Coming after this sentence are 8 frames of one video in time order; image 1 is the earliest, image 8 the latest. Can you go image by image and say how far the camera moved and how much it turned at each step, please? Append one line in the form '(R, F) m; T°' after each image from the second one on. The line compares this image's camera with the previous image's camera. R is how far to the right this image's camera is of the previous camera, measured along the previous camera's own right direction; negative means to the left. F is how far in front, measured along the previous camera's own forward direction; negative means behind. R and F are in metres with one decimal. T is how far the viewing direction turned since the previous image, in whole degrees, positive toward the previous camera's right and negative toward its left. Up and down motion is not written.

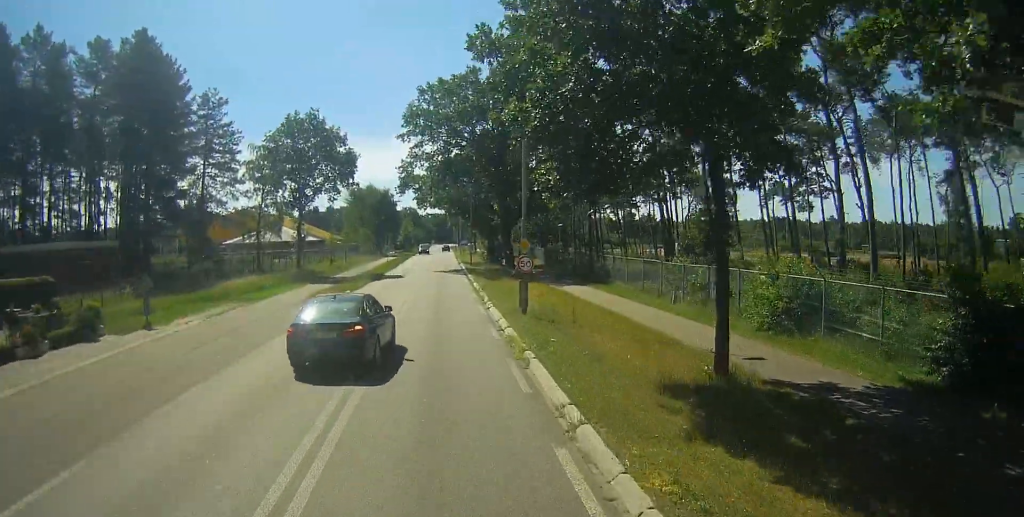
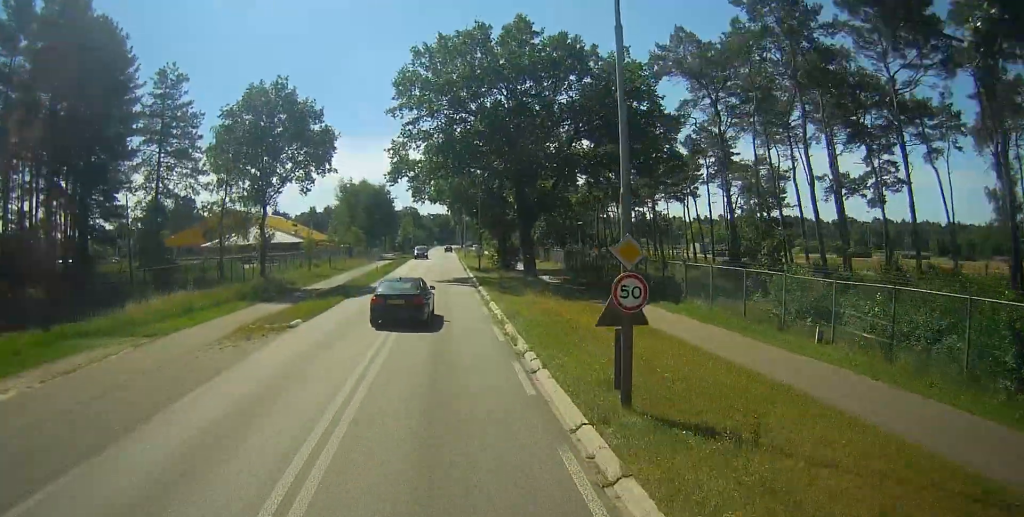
(0.0, +12.5) m; 0°
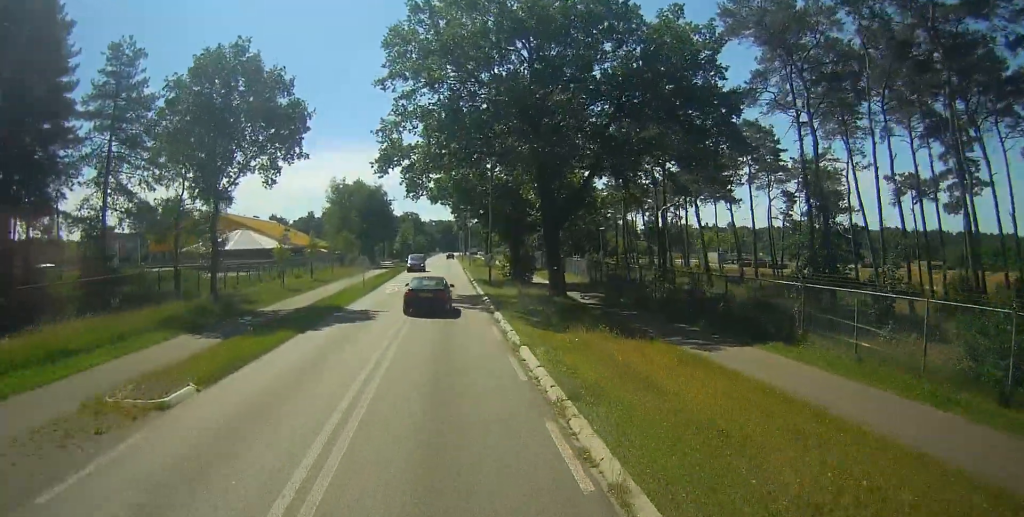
(0.0, +10.3) m; 0°
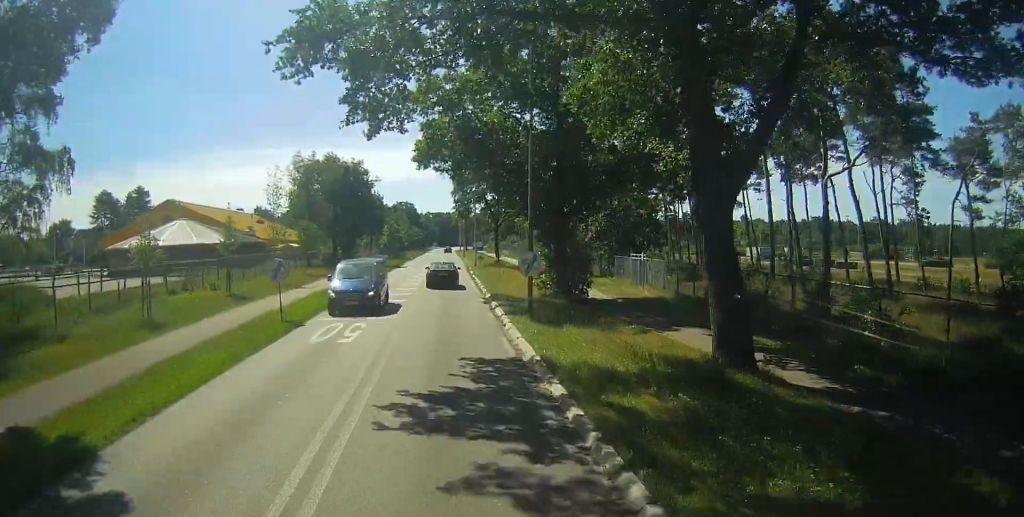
(+0.2, +22.1) m; +1°
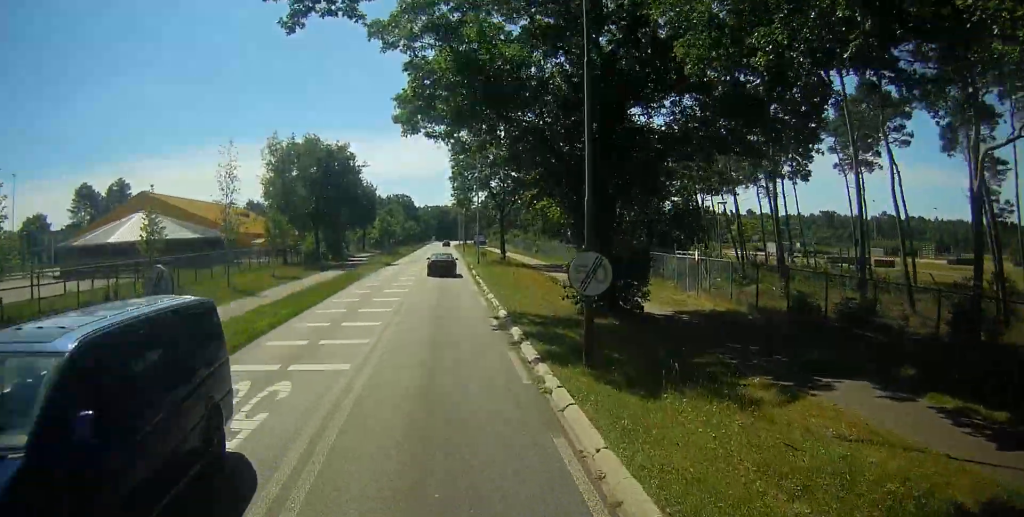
(0.0, +9.8) m; 0°
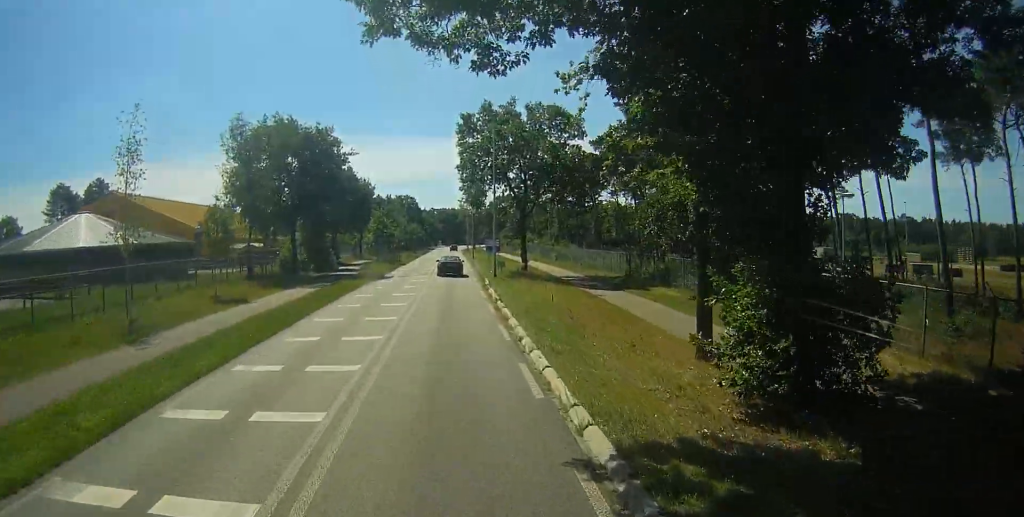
(0.0, +13.2) m; 0°
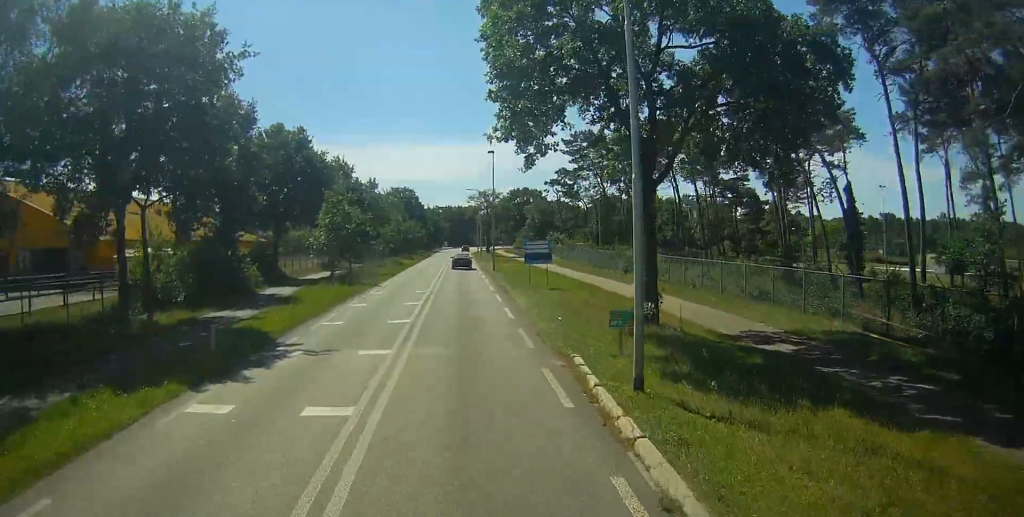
(+0.2, +32.0) m; +1°
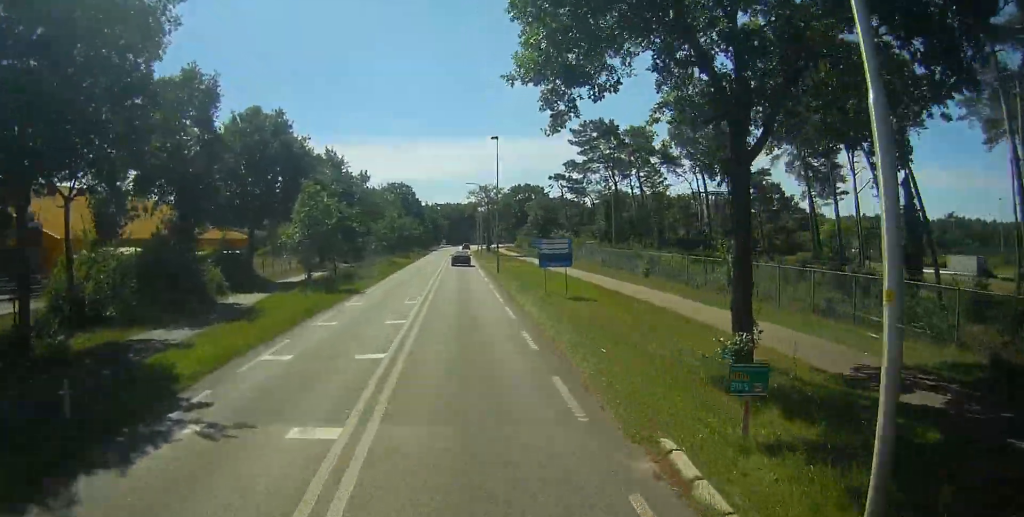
(0.0, +7.0) m; 0°
